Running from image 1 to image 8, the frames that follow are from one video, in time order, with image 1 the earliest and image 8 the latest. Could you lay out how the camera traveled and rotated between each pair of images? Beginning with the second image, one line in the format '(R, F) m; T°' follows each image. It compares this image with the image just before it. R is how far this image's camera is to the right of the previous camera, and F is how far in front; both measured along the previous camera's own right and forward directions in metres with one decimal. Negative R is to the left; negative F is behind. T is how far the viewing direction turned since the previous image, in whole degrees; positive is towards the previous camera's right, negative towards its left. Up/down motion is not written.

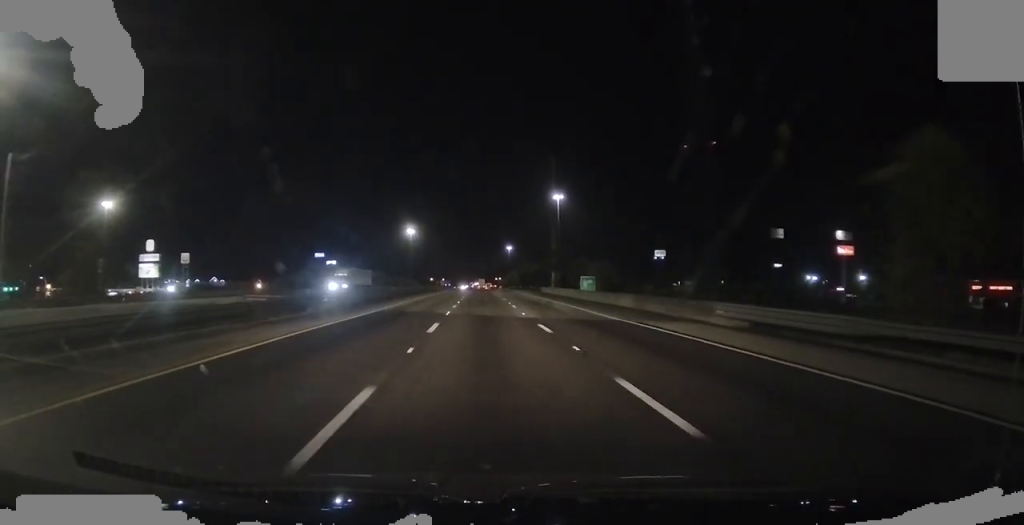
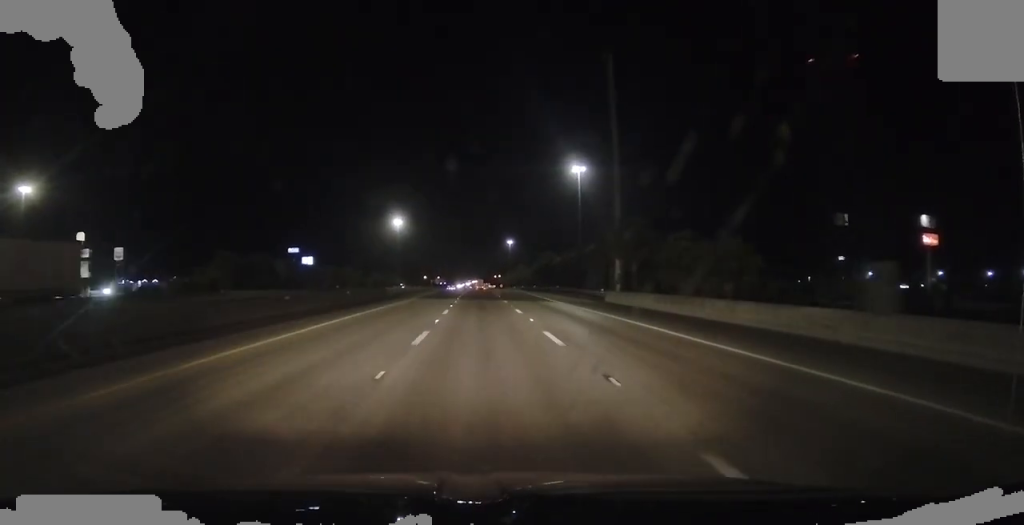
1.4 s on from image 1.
(0.0, +43.4) m; +1°
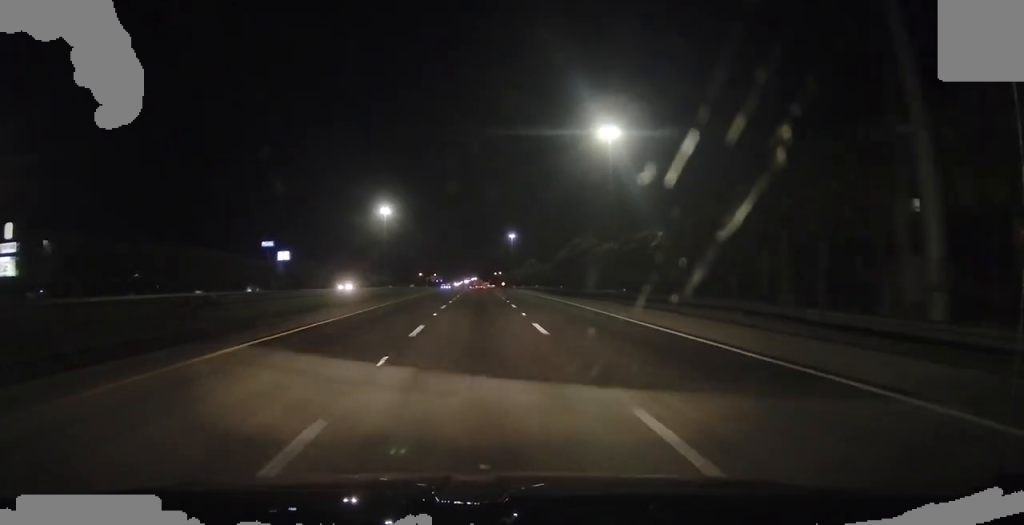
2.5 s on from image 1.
(+0.4, +35.0) m; +1°
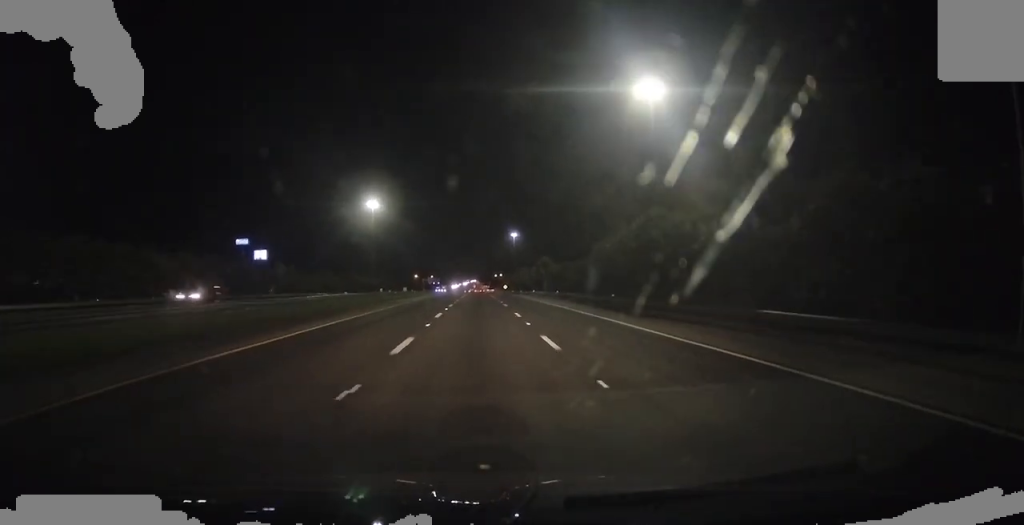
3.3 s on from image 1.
(+0.2, +27.7) m; 0°
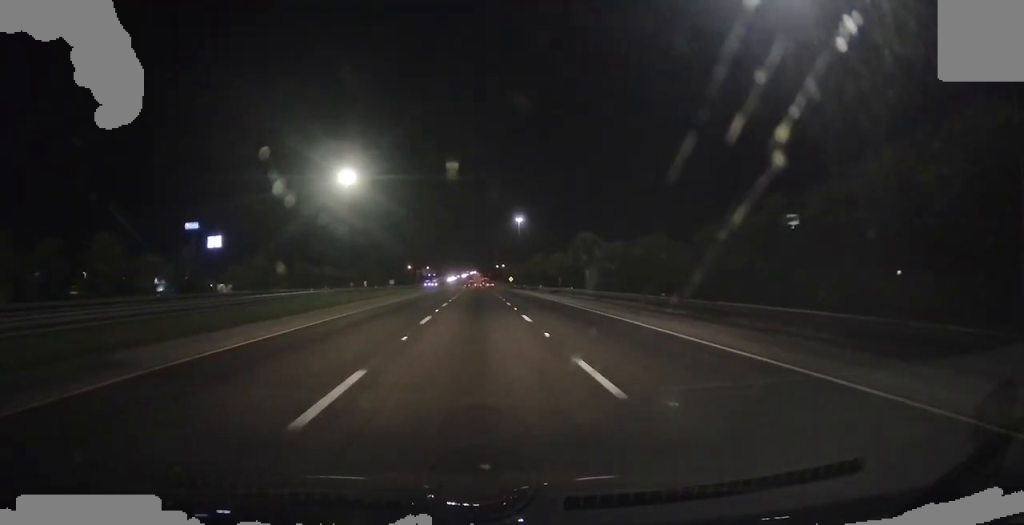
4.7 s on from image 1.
(-0.4, +42.7) m; 0°
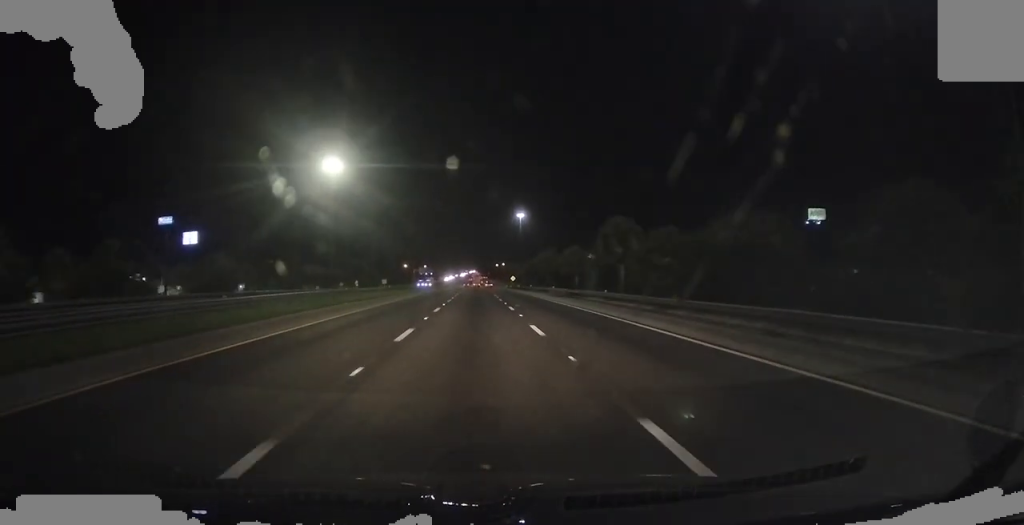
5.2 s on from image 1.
(+0.1, +16.9) m; 0°
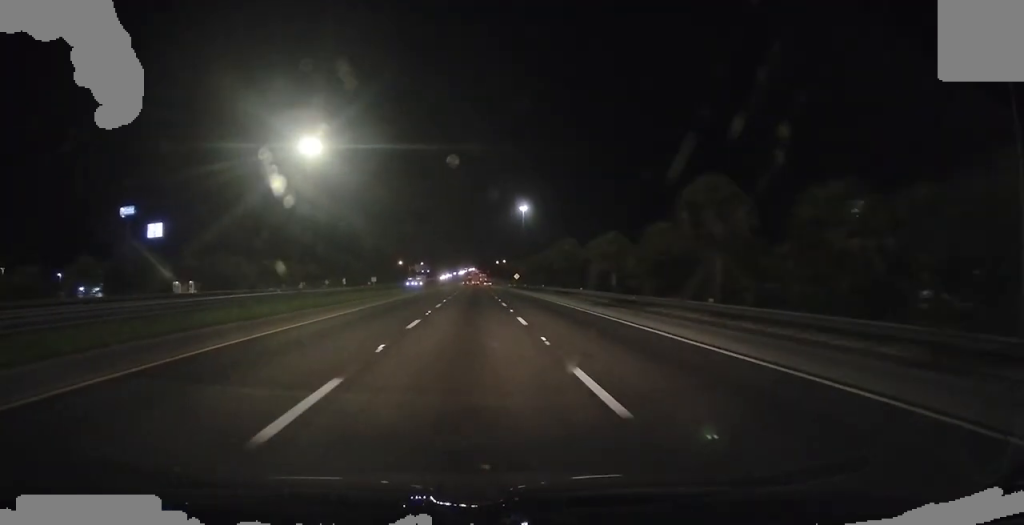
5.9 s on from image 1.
(+0.3, +21.1) m; -1°
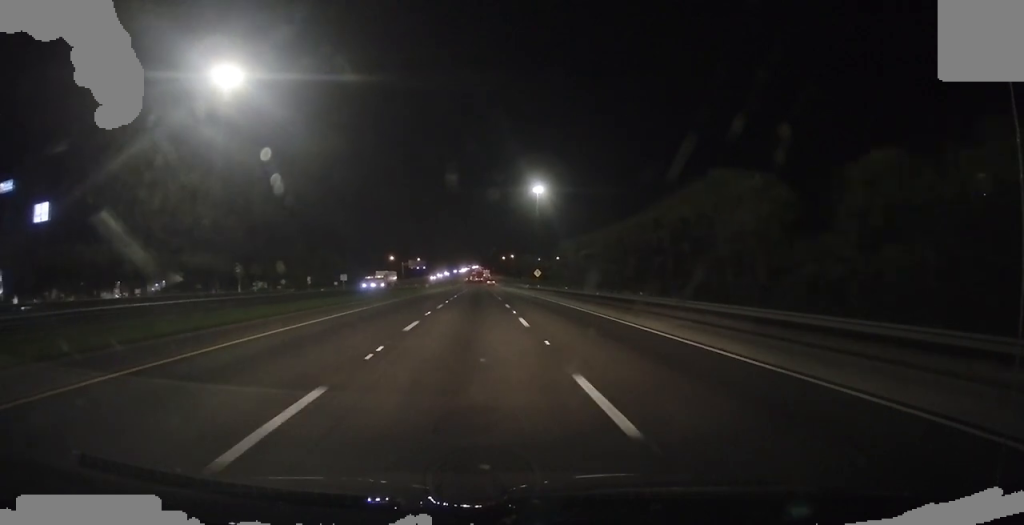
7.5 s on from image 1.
(-0.9, +50.2) m; -1°
